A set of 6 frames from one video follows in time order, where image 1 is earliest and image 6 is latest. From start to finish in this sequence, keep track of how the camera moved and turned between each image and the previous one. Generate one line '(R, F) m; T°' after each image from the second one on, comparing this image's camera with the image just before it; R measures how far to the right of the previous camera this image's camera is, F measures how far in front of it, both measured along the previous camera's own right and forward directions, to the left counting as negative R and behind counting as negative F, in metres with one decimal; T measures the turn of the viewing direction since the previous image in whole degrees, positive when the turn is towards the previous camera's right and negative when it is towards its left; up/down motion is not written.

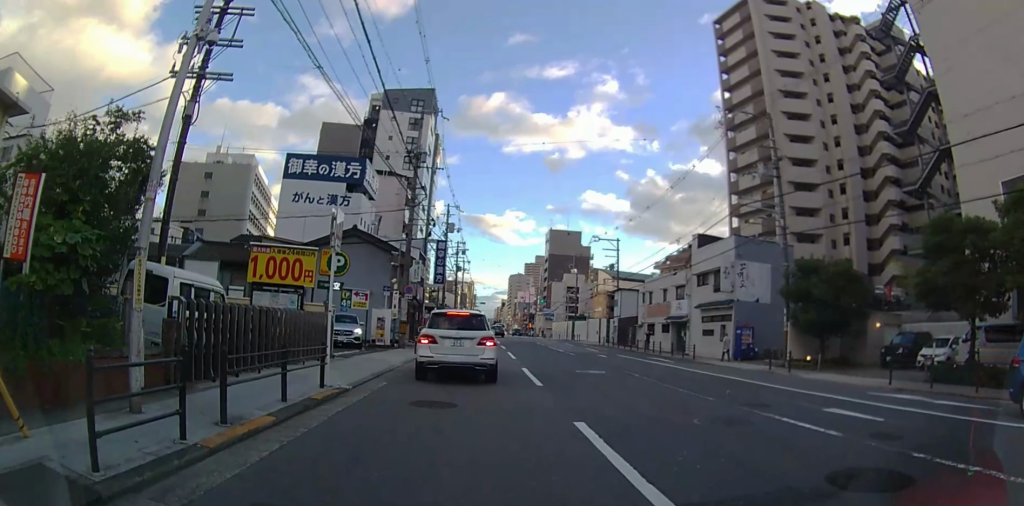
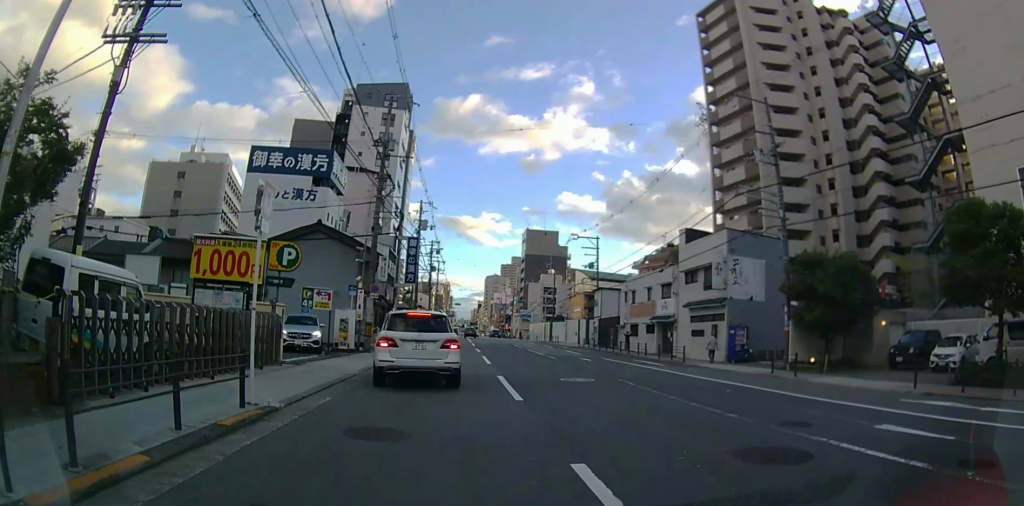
(0.0, +2.7) m; +2°
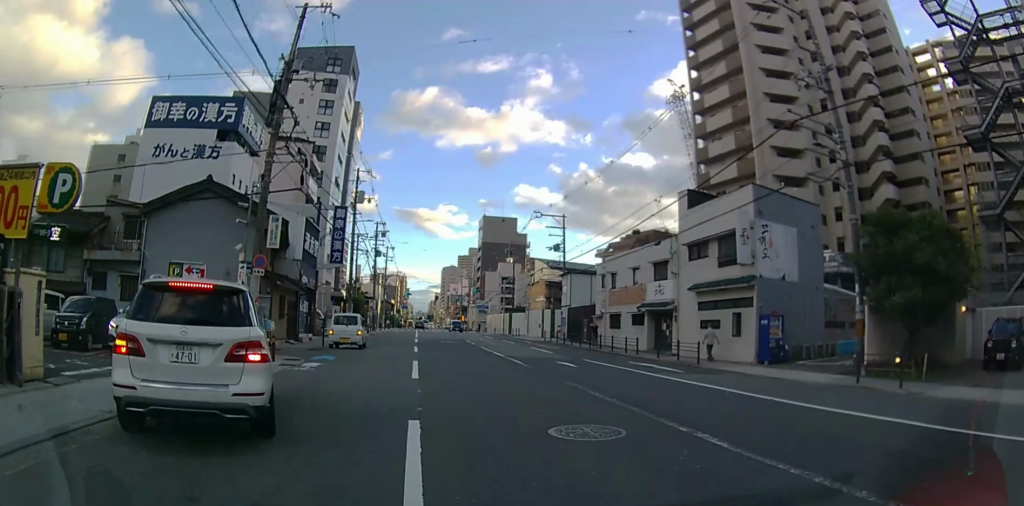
(+0.4, +7.9) m; +4°
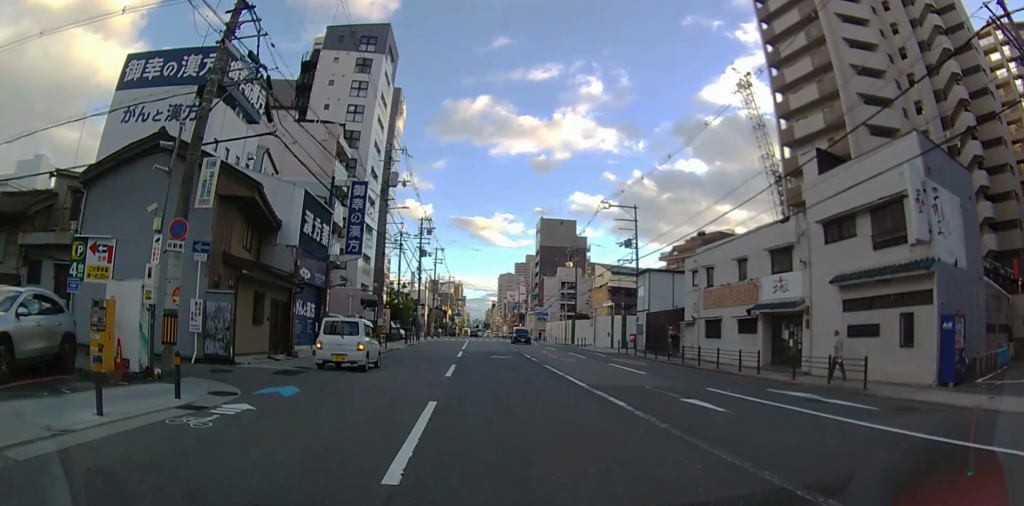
(-0.4, +7.8) m; -8°
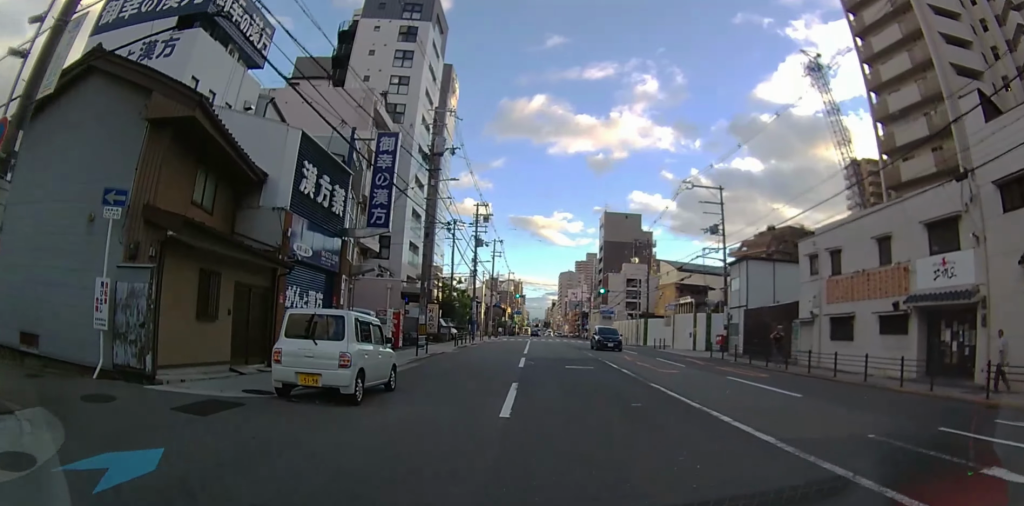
(-0.5, +6.9) m; -6°
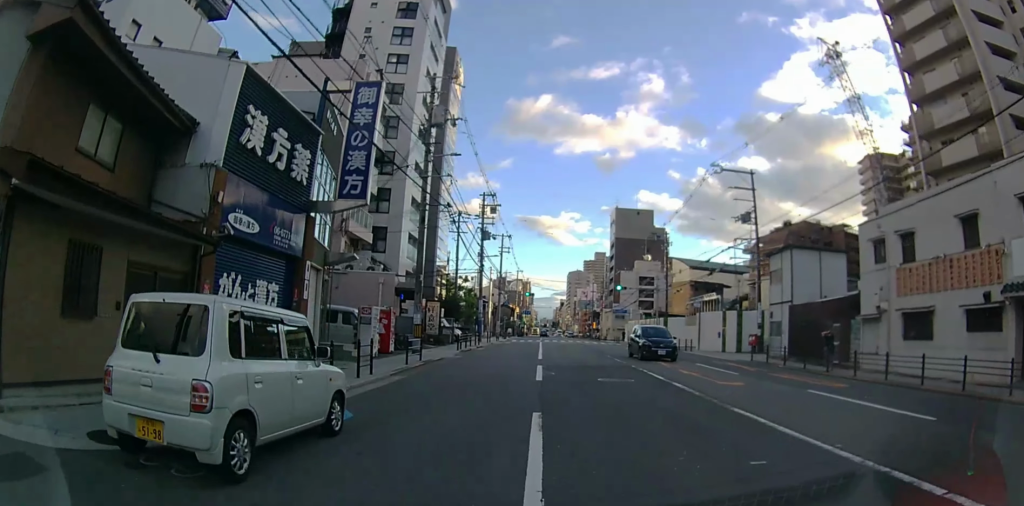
(-0.1, +4.2) m; -1°
